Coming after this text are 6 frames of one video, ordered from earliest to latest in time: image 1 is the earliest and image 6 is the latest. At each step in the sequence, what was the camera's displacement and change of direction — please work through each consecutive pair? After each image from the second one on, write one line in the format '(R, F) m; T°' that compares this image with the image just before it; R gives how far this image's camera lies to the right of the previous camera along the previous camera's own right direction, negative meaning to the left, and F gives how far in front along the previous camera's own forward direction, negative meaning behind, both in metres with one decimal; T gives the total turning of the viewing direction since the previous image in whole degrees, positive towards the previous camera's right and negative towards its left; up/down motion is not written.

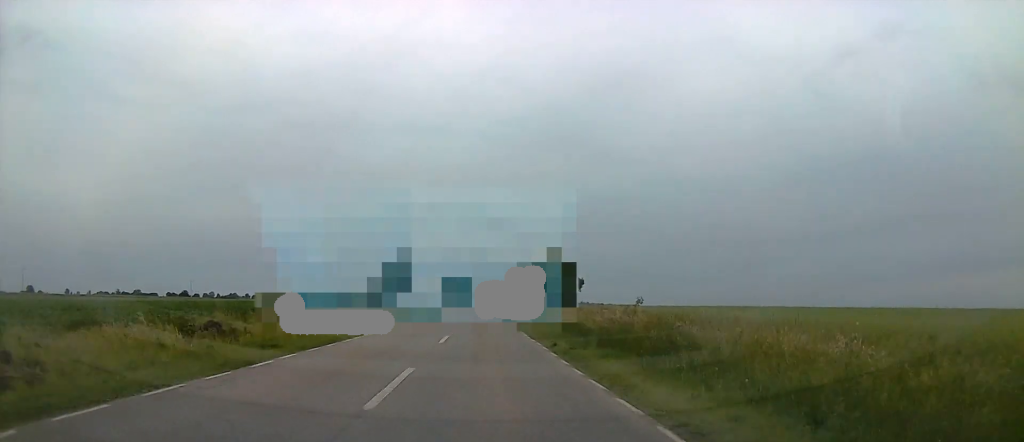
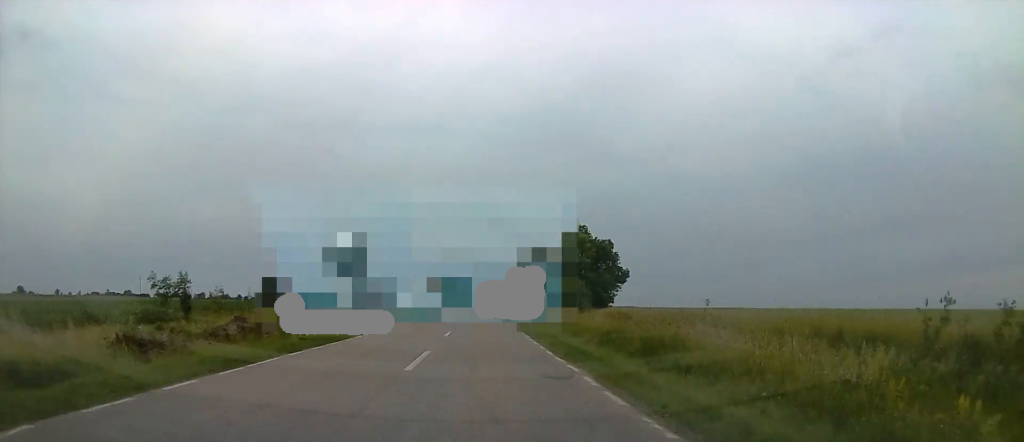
(0.0, +43.7) m; 0°
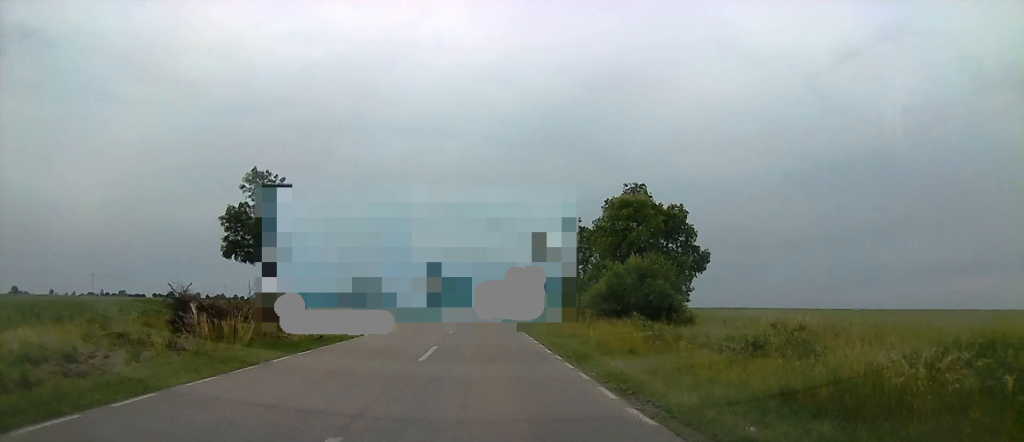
(+0.2, +33.7) m; +1°
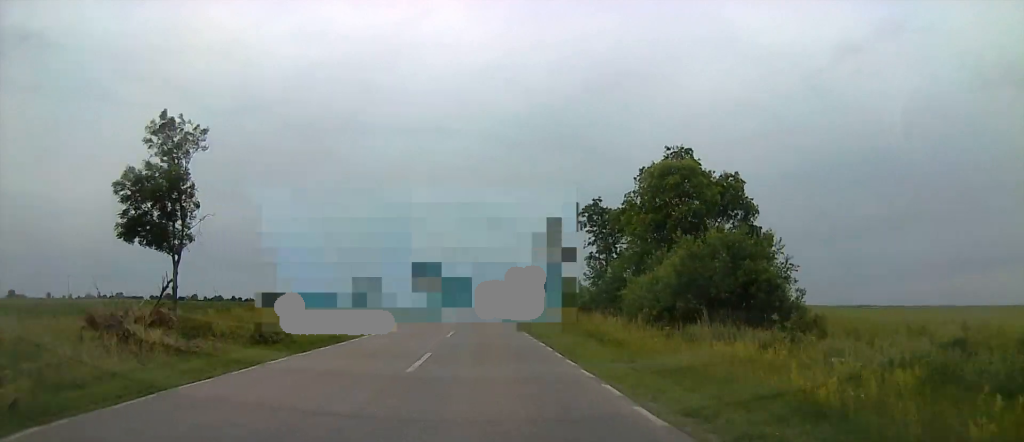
(+0.1, +14.3) m; 0°
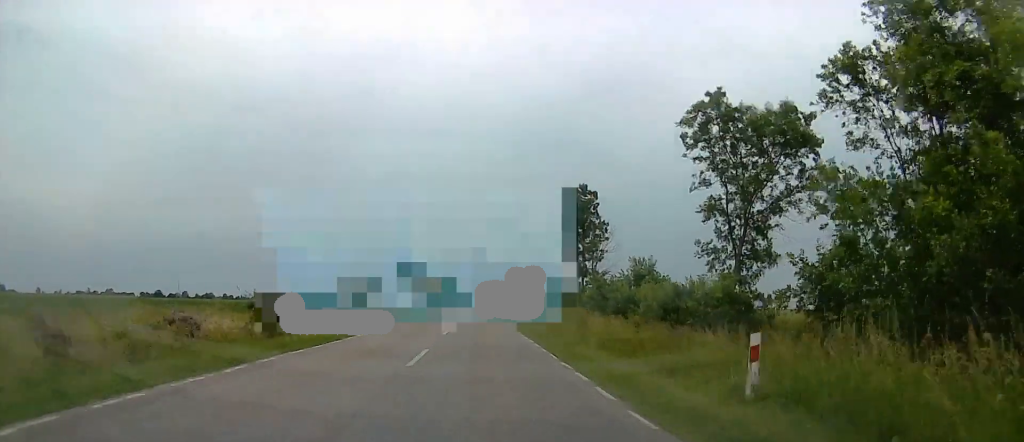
(-0.1, +34.5) m; 0°
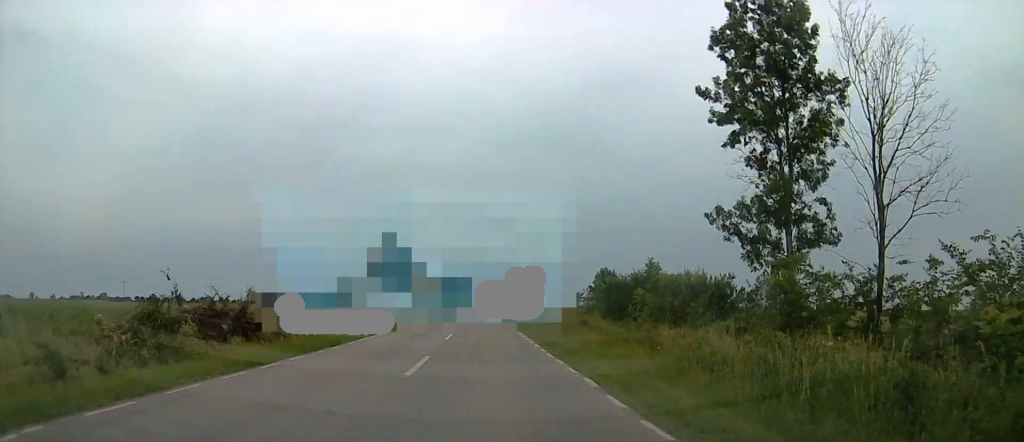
(+0.1, +48.6) m; 0°
